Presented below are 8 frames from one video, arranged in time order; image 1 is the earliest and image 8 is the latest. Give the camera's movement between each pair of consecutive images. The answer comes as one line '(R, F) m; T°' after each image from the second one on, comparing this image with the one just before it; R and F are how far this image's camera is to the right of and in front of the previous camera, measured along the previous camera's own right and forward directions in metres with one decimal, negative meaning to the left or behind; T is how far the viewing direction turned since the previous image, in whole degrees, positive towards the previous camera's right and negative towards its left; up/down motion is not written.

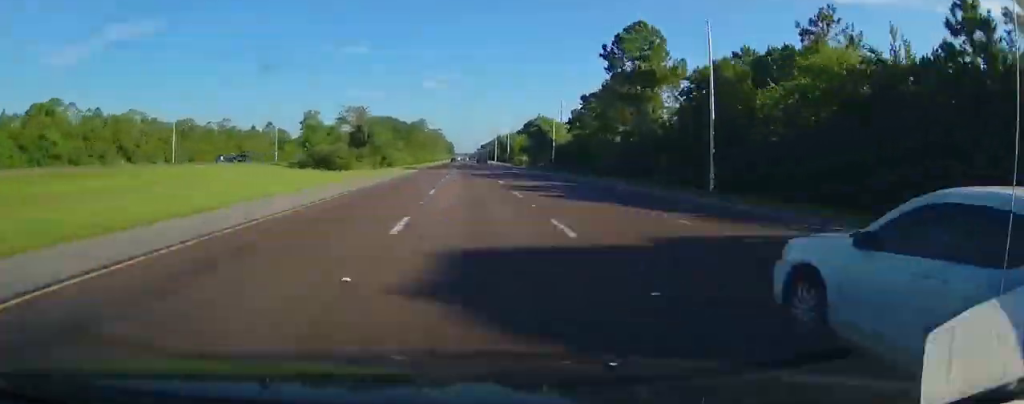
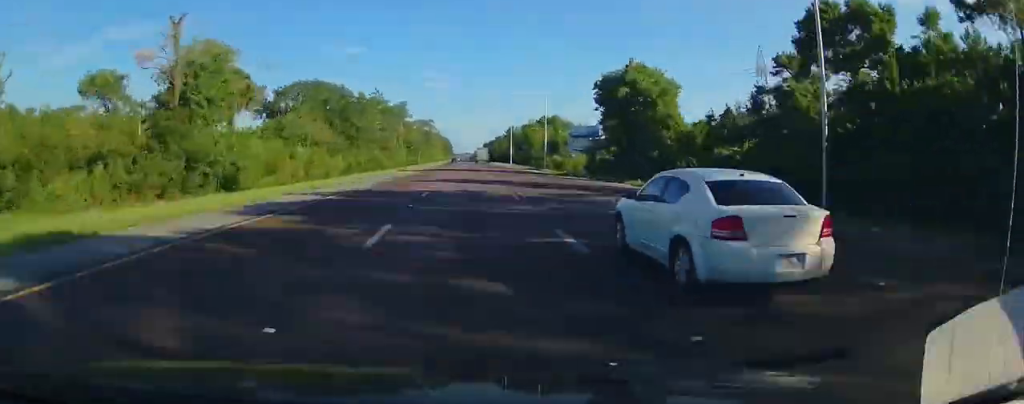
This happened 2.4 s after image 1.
(-0.2, +82.9) m; 0°
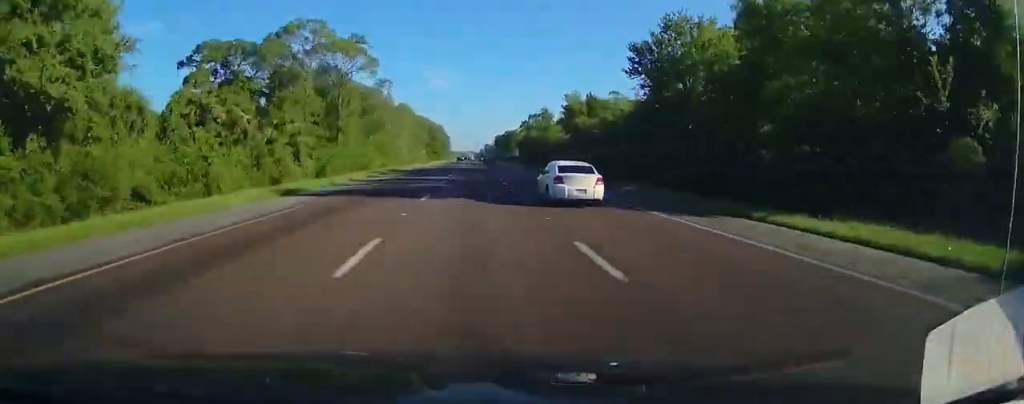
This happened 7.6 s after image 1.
(-0.9, +179.4) m; 0°
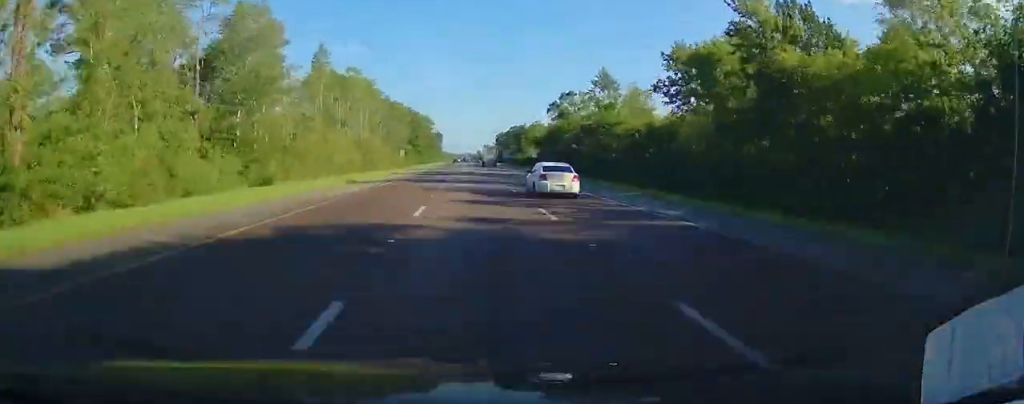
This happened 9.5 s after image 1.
(-0.1, +64.1) m; 0°
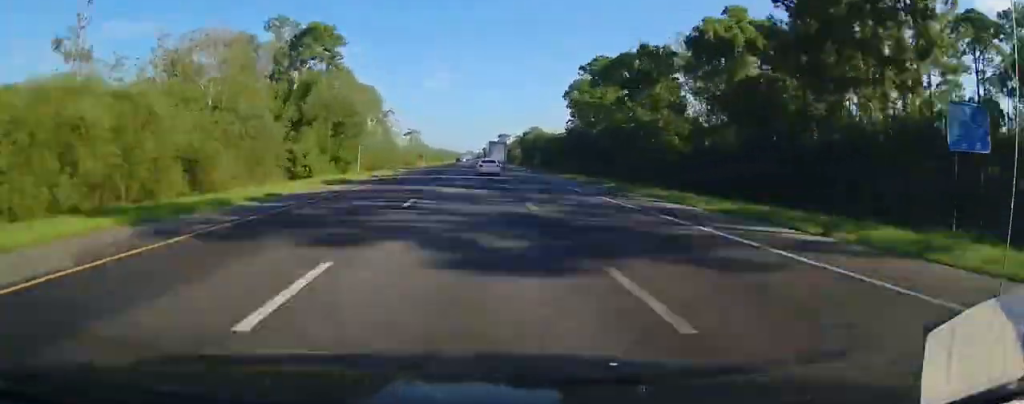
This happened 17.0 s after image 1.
(+0.3, +254.4) m; 0°
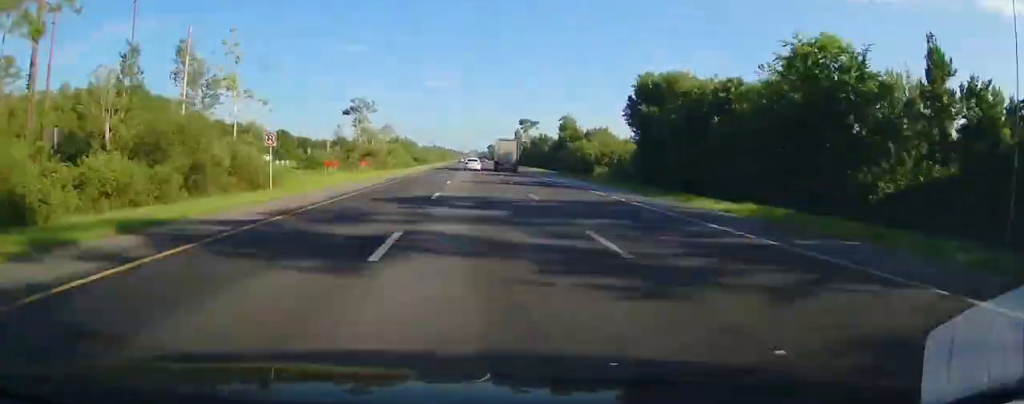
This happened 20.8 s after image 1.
(+0.5, +130.9) m; 0°
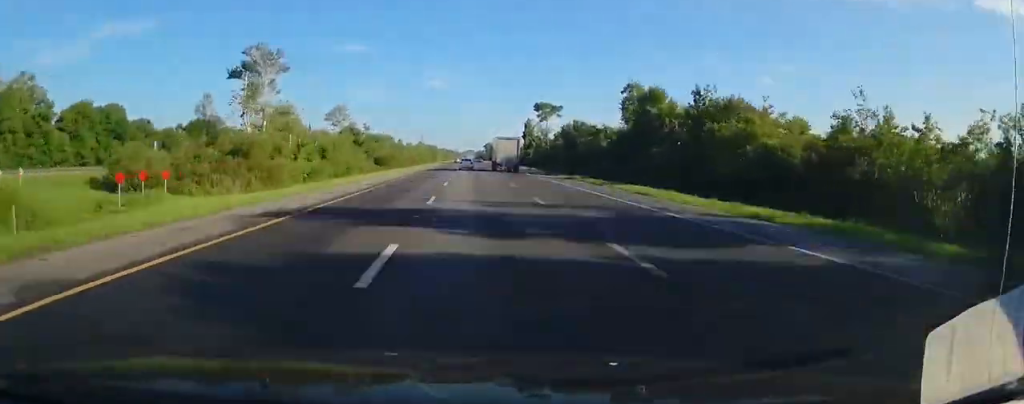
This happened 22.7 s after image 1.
(-0.2, +63.3) m; 0°
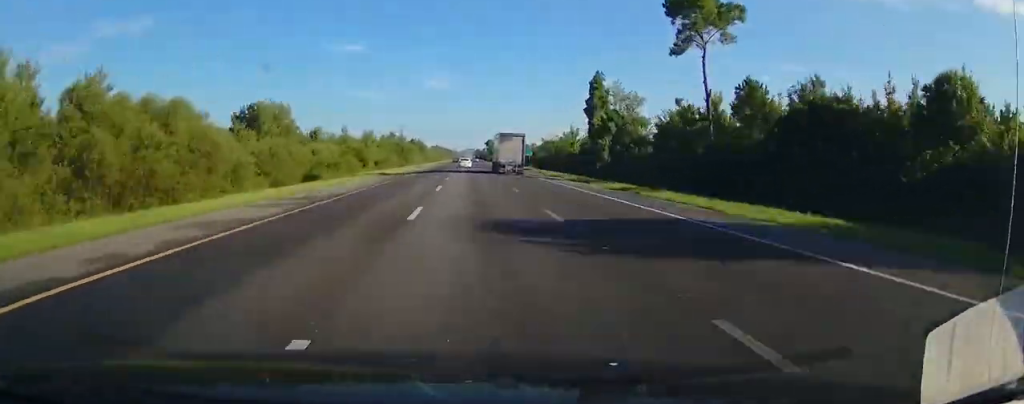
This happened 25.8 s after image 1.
(-0.2, +104.1) m; 0°
